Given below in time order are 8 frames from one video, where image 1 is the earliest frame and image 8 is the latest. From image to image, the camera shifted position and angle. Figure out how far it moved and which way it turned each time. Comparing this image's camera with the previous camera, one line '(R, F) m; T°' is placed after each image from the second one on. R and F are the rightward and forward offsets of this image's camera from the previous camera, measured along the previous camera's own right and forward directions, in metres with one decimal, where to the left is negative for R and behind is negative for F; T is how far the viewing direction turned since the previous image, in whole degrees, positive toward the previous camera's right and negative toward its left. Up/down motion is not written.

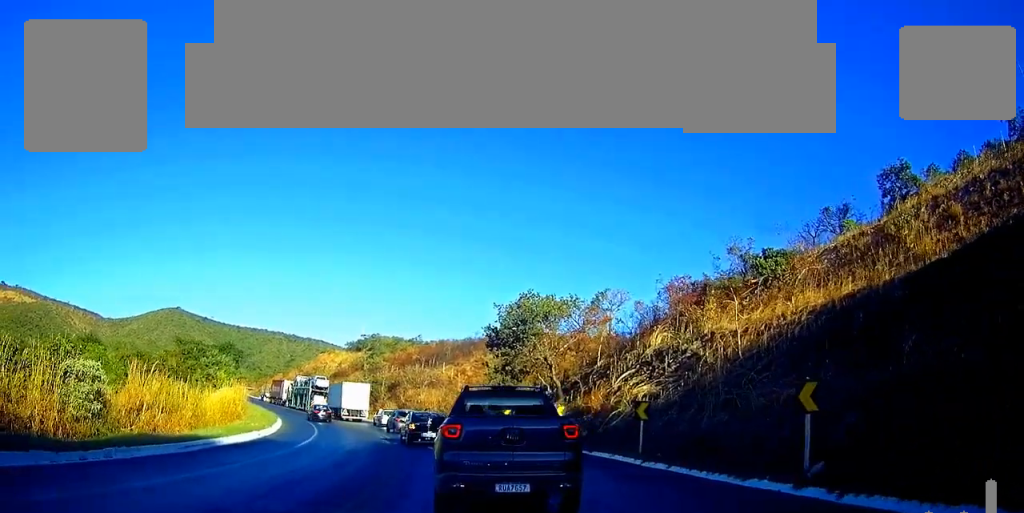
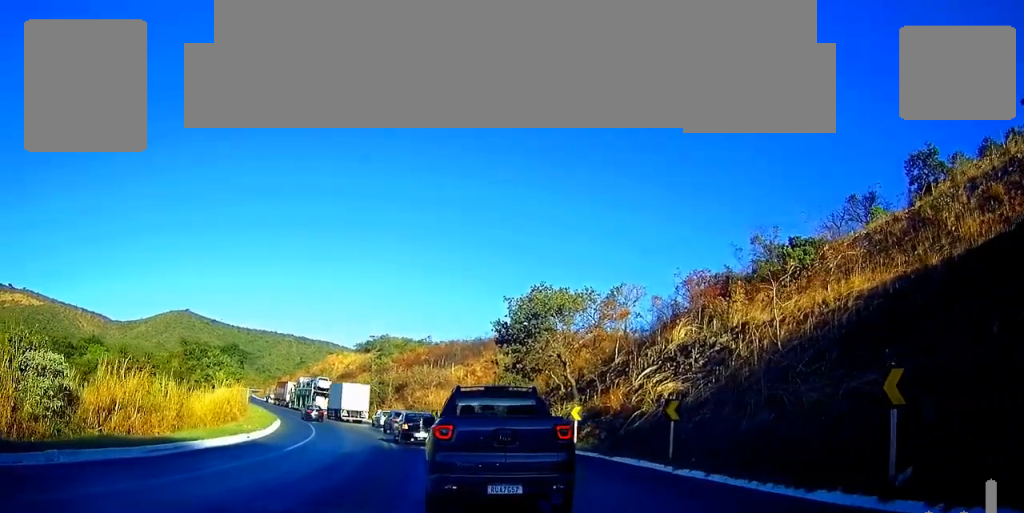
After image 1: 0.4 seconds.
(+0.1, +2.7) m; -1°
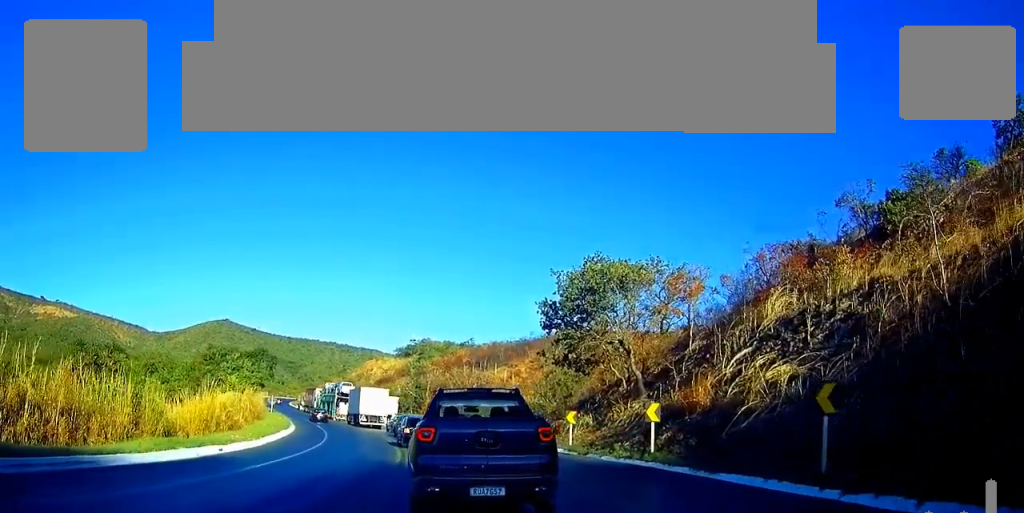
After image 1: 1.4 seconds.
(-0.3, +7.6) m; -7°
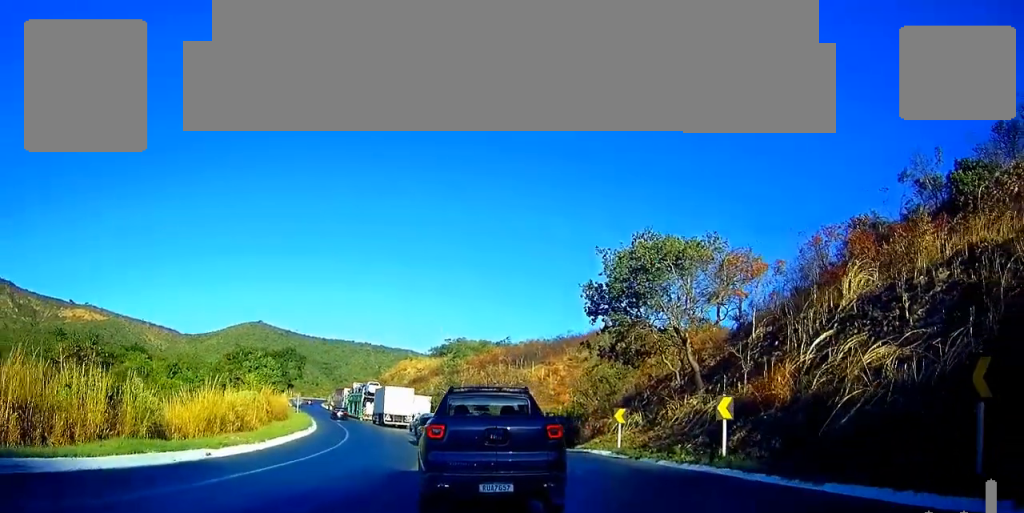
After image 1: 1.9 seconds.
(-0.3, +3.9) m; -2°
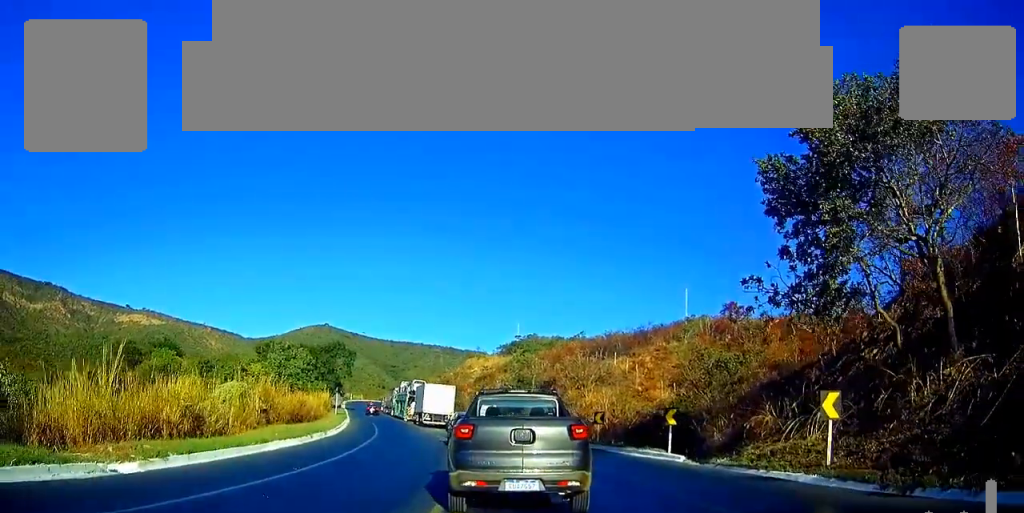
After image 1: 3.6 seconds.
(-0.5, +13.2) m; -2°
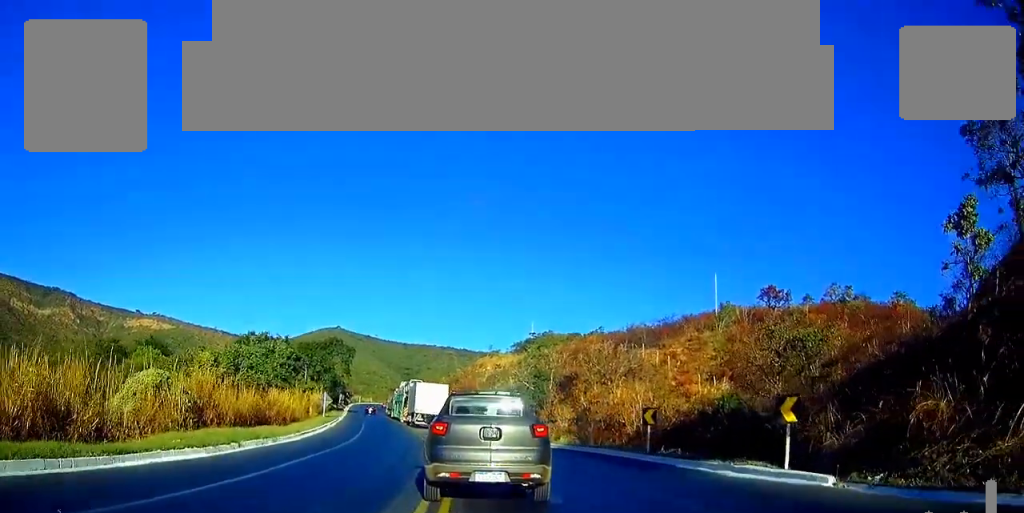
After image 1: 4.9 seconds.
(-0.1, +9.7) m; -1°
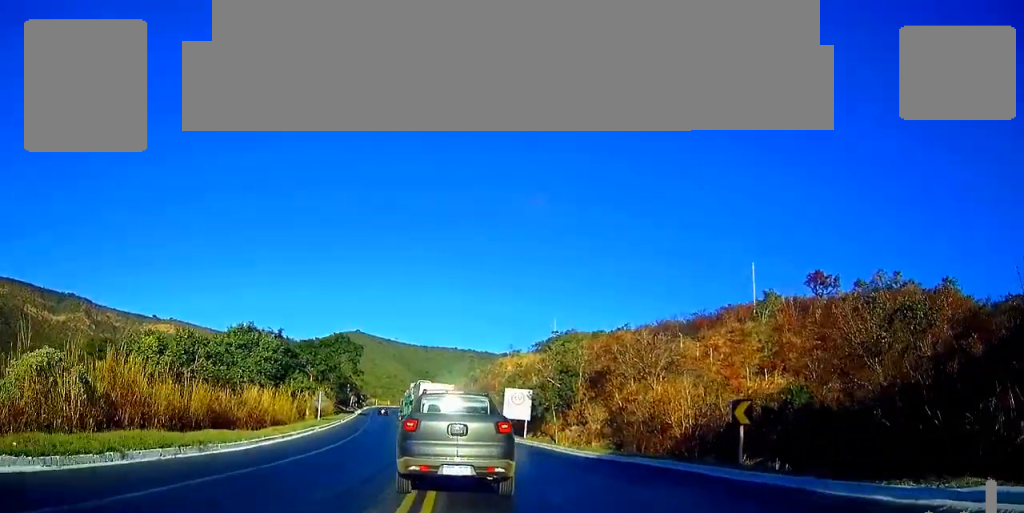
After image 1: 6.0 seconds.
(-0.1, +7.7) m; -1°
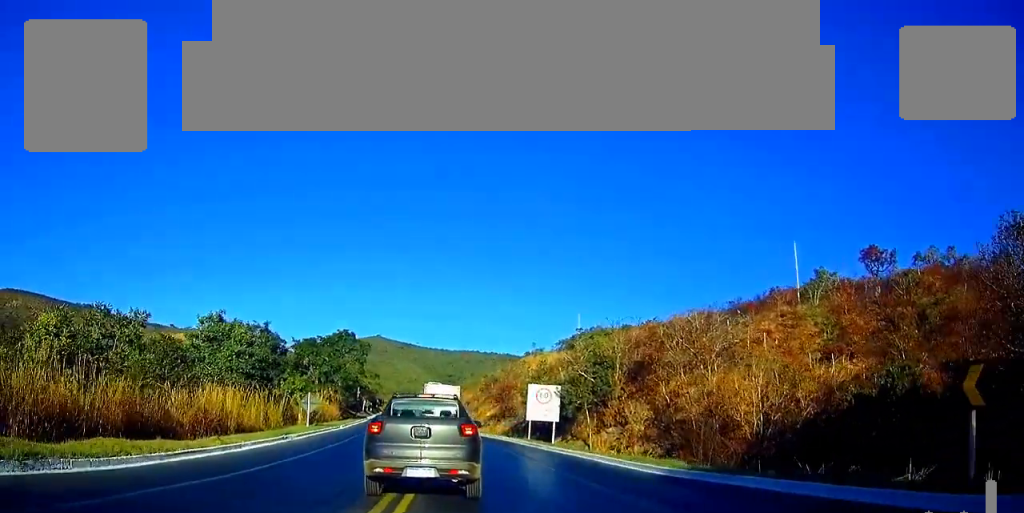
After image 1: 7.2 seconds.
(-0.1, +8.0) m; -3°
